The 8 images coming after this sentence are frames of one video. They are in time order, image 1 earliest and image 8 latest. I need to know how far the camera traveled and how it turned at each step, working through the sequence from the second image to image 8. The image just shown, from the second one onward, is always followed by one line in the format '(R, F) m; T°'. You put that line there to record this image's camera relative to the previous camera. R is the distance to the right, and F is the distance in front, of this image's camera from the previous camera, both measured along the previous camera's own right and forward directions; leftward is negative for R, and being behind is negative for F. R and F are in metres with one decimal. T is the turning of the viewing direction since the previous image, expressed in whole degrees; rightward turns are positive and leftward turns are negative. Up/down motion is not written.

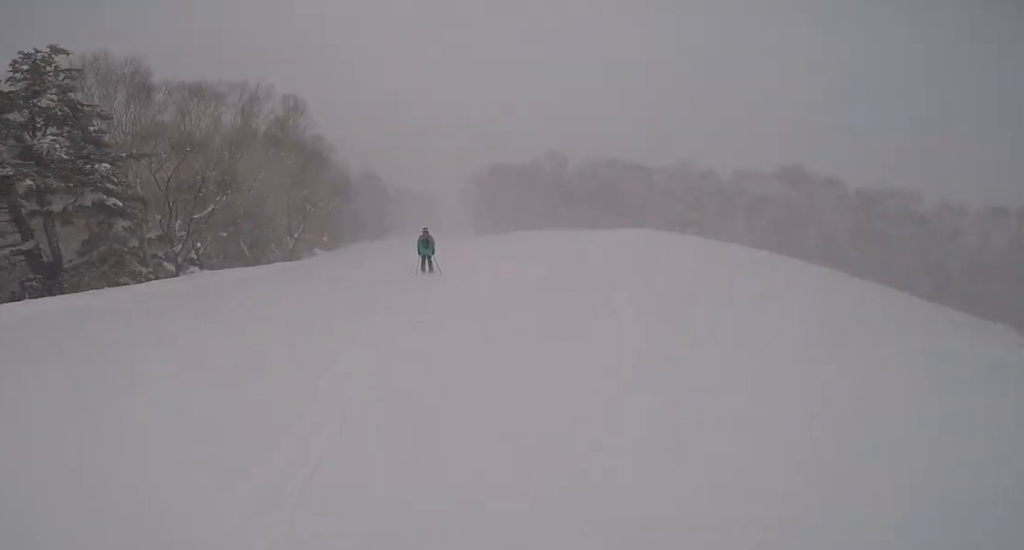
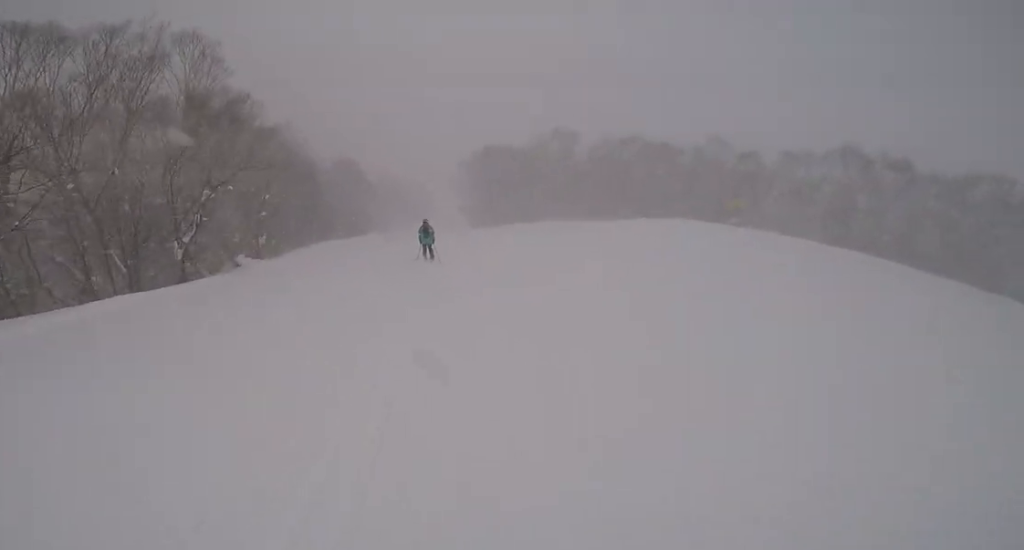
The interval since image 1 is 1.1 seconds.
(+1.2, +9.3) m; +4°
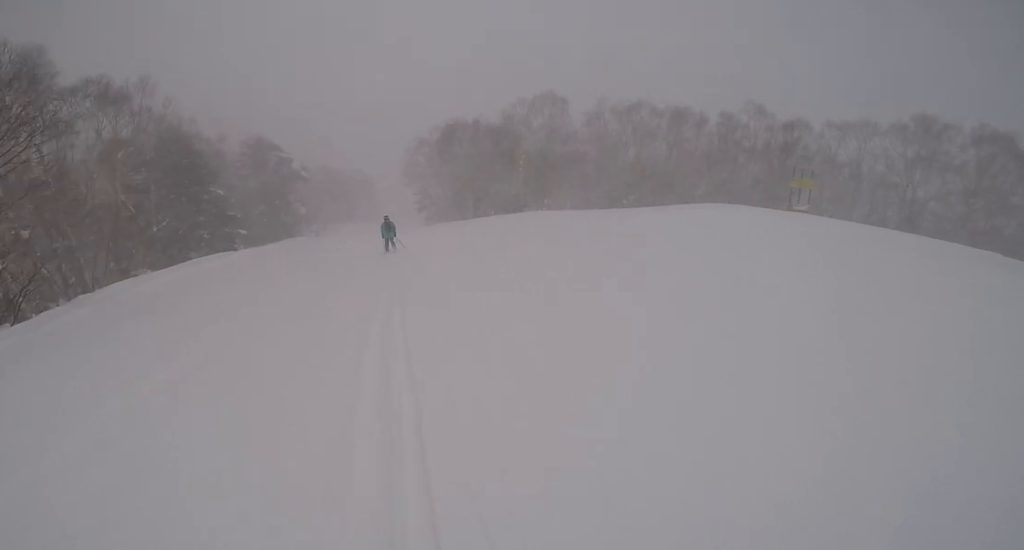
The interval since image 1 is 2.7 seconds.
(-1.8, +13.6) m; -11°
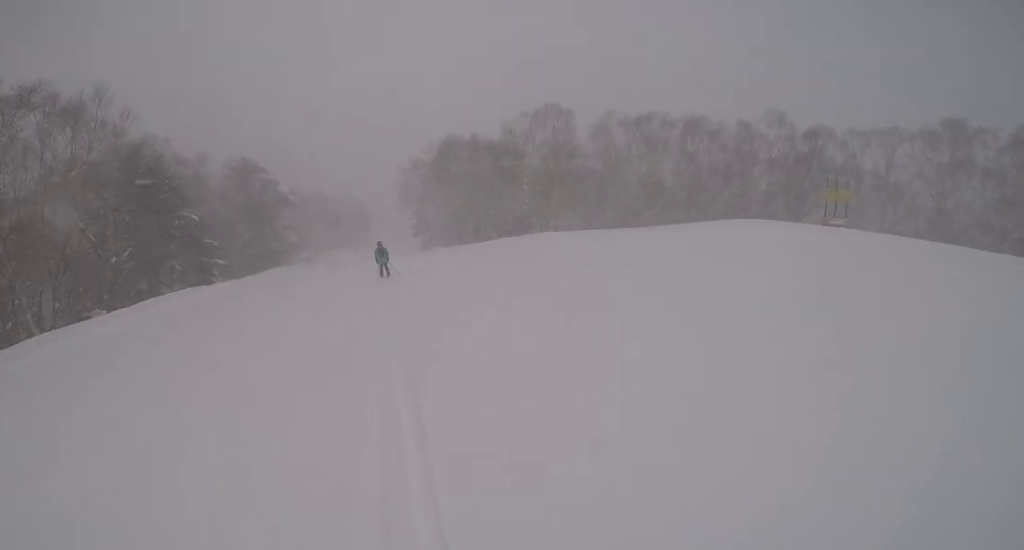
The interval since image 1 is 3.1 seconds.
(-0.1, +3.5) m; -1°
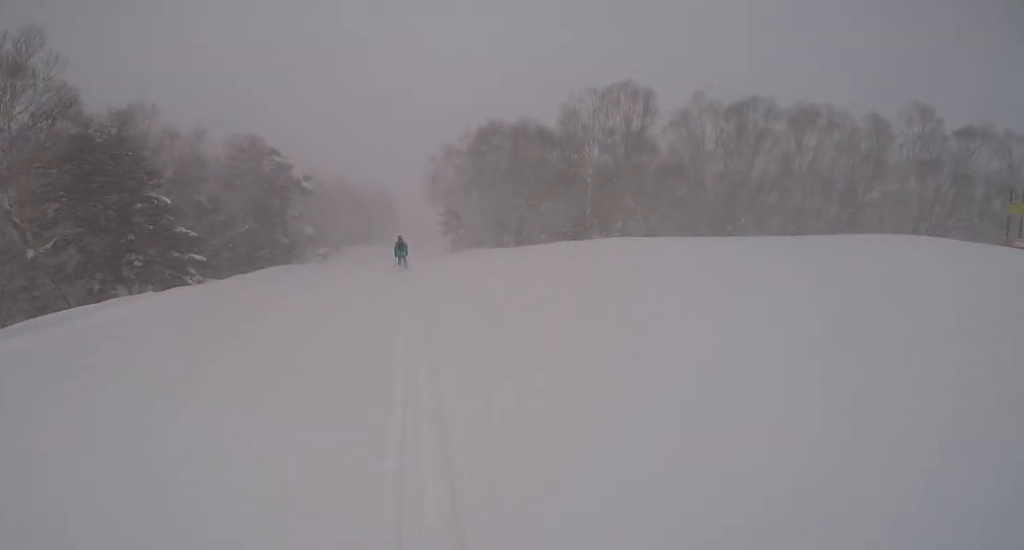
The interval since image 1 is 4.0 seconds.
(-0.1, +7.1) m; 0°
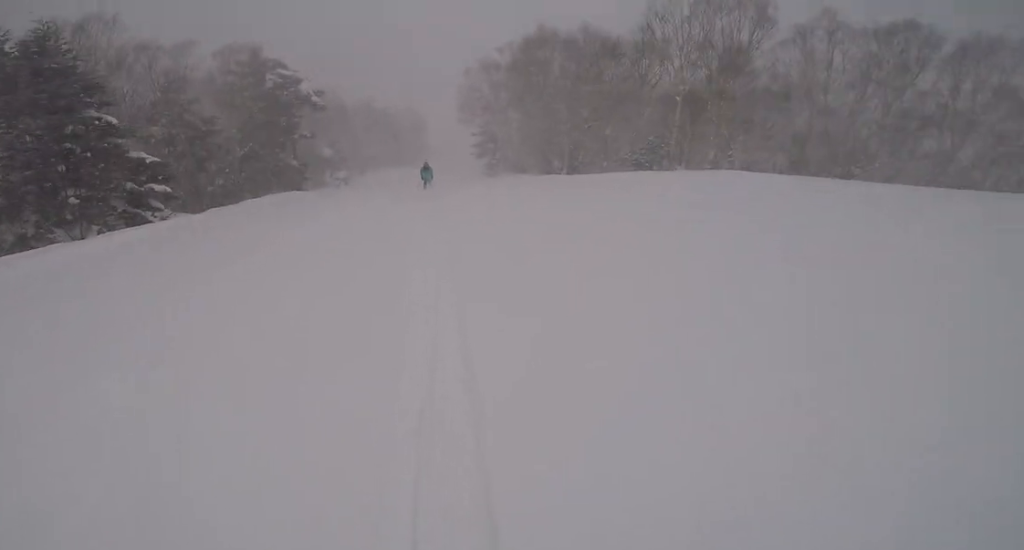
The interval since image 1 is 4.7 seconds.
(0.0, +5.6) m; 0°
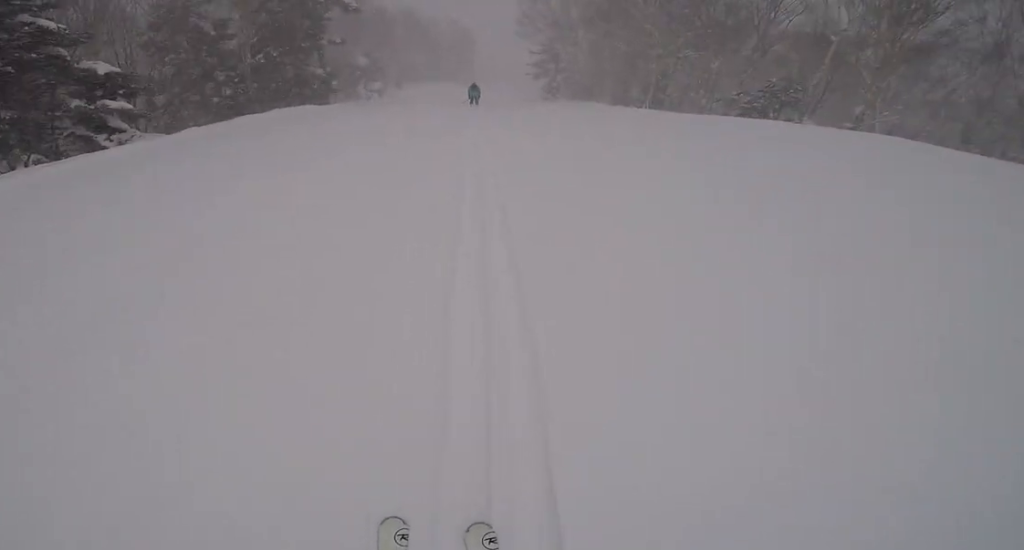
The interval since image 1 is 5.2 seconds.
(0.0, +4.6) m; 0°
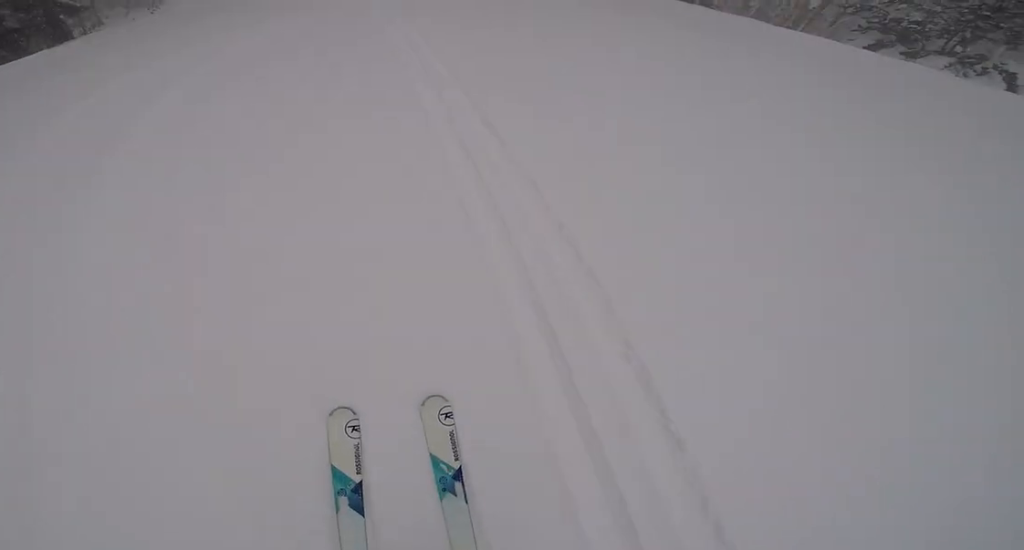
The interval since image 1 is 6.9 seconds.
(0.0, +13.7) m; 0°
